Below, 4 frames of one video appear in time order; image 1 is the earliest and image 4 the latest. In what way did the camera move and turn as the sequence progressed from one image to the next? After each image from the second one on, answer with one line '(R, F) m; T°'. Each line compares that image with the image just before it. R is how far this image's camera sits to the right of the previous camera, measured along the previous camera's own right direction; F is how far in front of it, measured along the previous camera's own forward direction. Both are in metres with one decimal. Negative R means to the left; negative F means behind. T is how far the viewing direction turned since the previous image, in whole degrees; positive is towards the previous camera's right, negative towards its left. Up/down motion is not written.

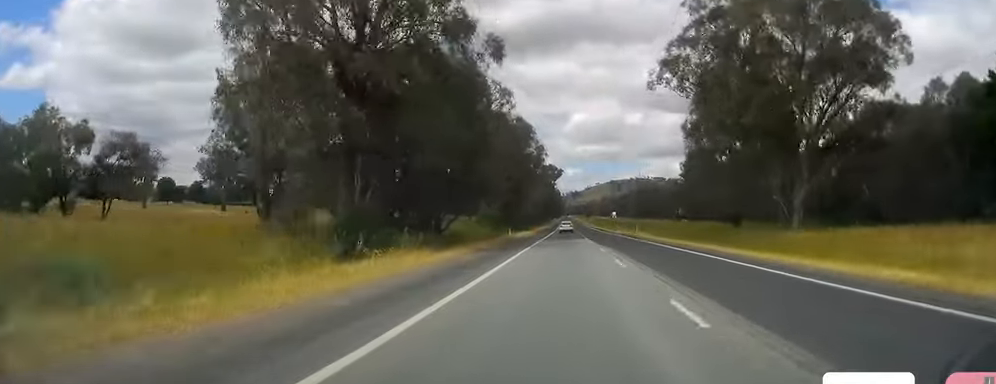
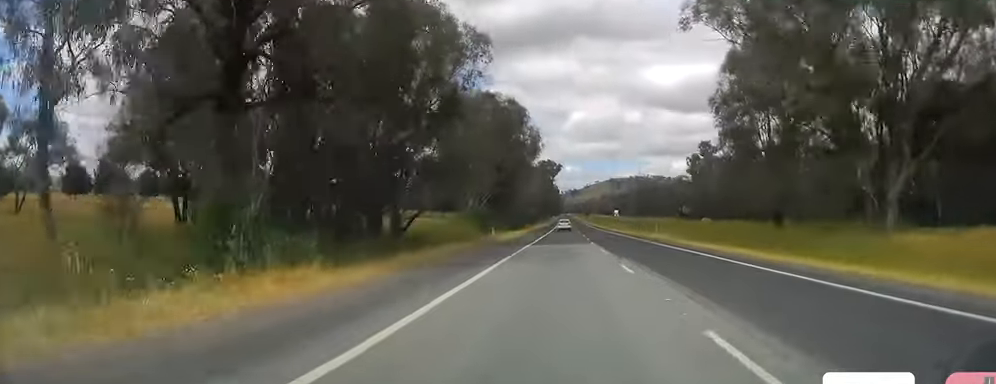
(-0.1, +15.6) m; 0°
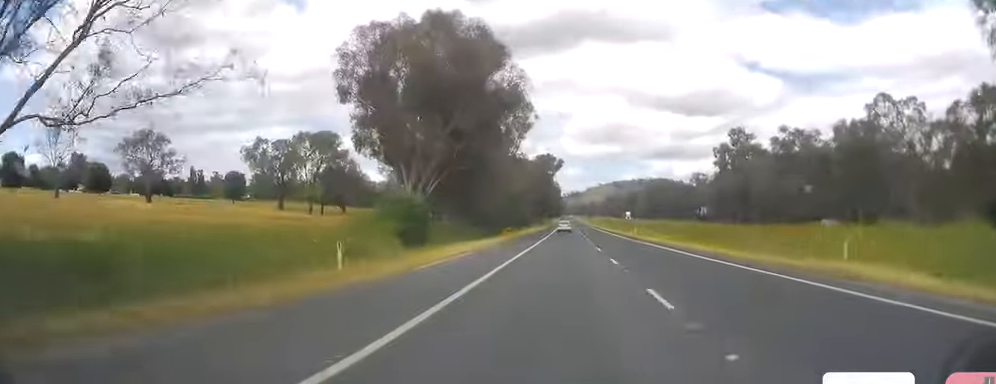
(+0.3, +40.6) m; +1°
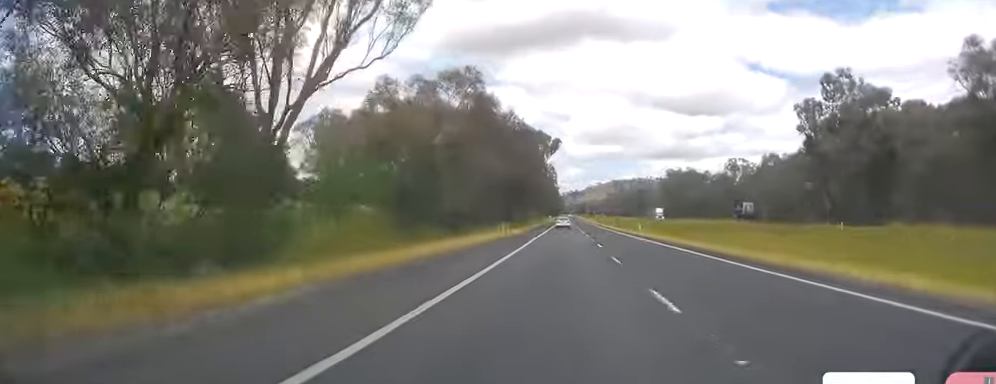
(-0.4, +71.9) m; -1°
